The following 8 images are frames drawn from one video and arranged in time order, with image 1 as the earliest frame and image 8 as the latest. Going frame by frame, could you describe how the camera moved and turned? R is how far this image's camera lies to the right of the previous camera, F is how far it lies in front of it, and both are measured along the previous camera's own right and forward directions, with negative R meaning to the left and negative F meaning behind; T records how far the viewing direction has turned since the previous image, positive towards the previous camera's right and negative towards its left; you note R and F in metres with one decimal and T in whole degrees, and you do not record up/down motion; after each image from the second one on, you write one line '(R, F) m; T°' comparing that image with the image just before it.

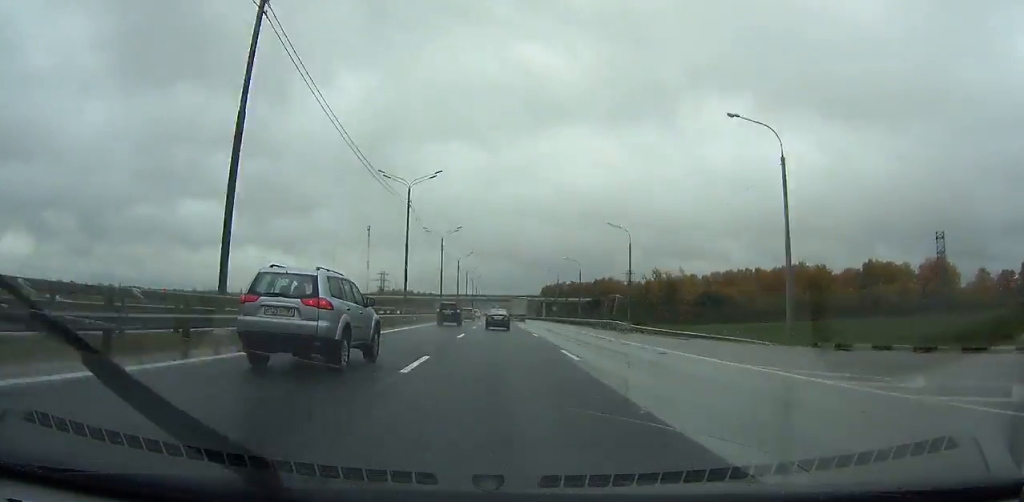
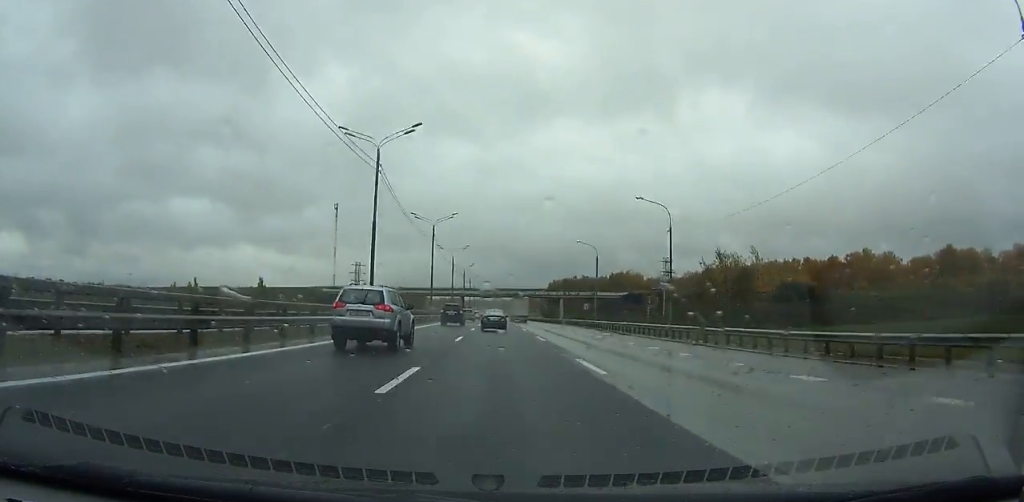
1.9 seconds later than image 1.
(-0.1, +49.9) m; 0°
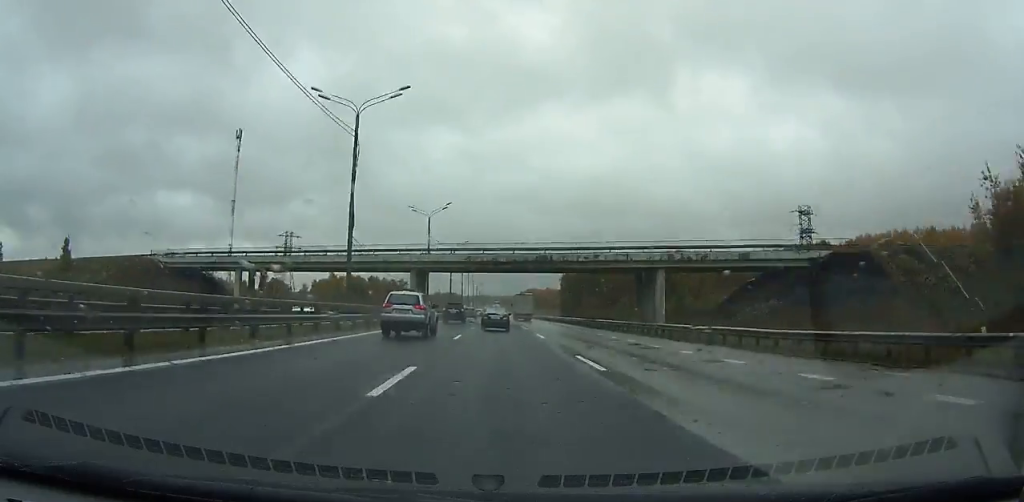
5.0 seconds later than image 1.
(0.0, +81.1) m; 0°
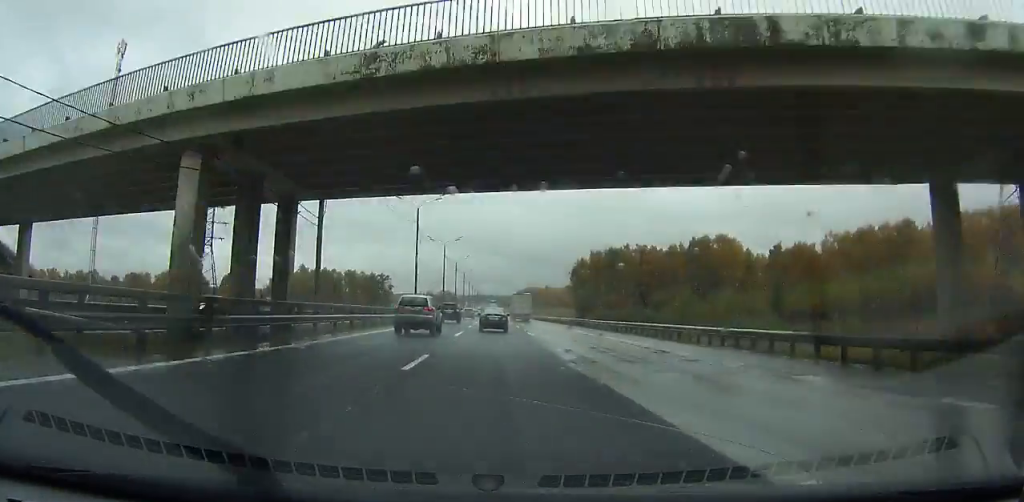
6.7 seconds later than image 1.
(0.0, +44.5) m; 0°
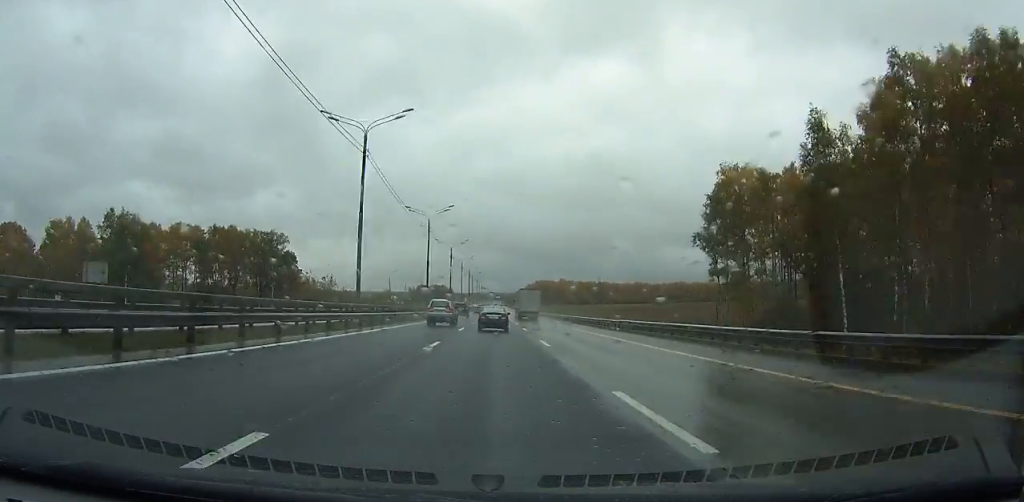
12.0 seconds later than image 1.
(+0.4, +138.8) m; 0°
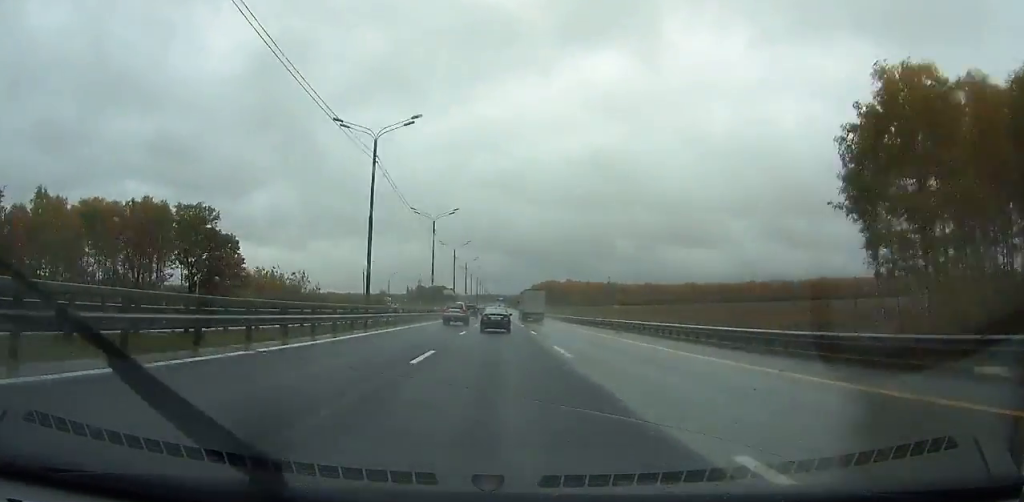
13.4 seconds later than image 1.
(-0.2, +37.0) m; 0°
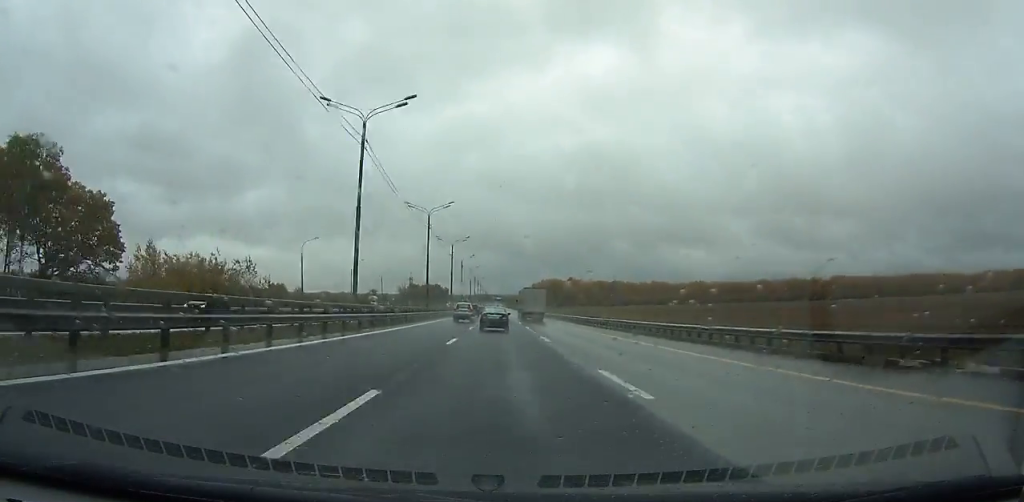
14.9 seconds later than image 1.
(-0.1, +39.7) m; 0°
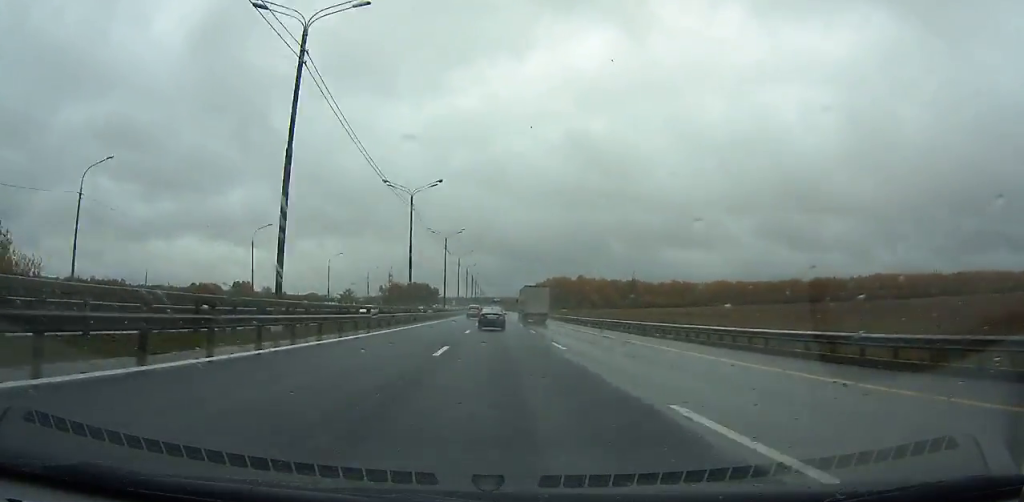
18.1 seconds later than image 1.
(+0.1, +85.0) m; 0°
